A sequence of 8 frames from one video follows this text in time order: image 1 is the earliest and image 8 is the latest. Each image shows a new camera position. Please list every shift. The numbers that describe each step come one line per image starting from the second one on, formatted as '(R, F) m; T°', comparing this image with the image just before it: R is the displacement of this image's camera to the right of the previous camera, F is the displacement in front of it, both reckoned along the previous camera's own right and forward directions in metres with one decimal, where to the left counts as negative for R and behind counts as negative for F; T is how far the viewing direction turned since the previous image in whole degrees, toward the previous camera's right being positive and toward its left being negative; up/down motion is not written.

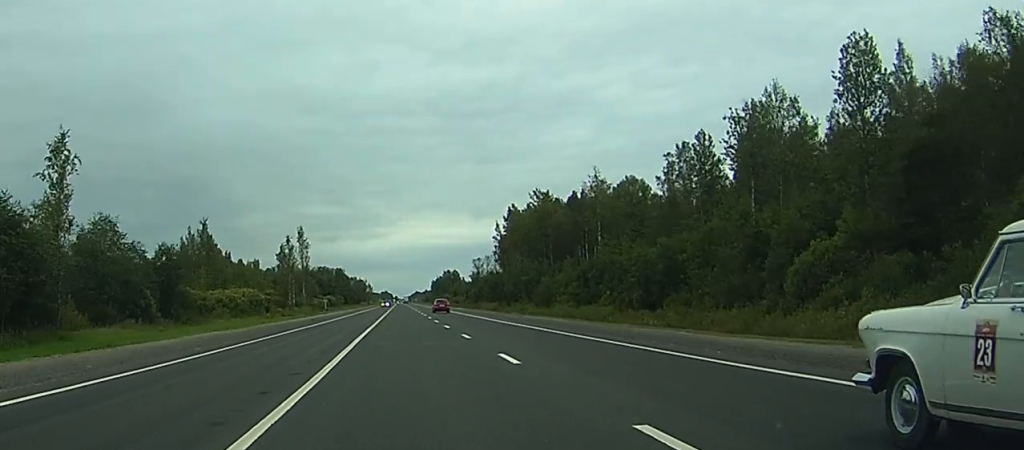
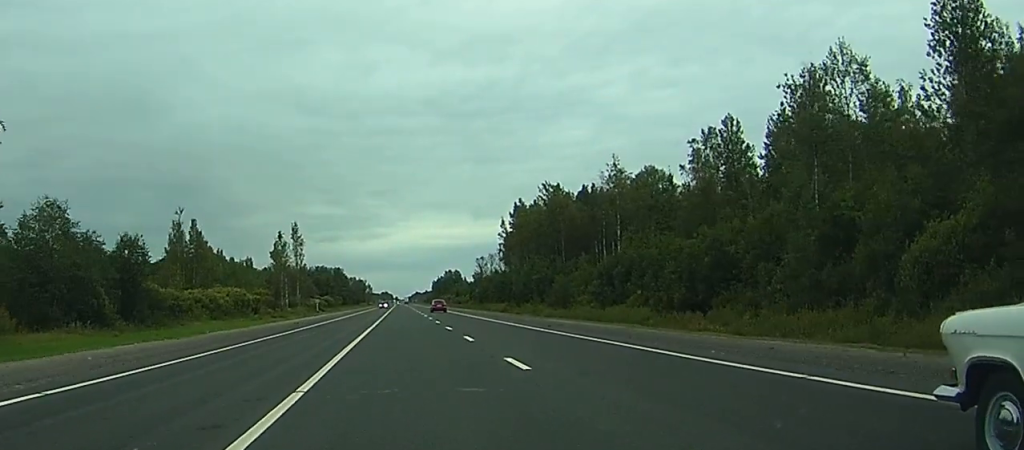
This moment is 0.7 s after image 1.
(0.0, +13.4) m; 0°
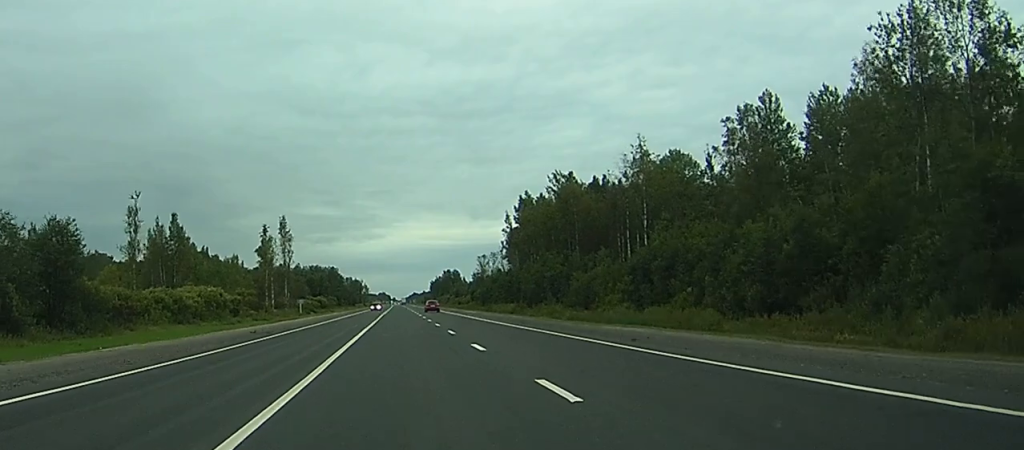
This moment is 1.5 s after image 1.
(+0.1, +16.9) m; 0°
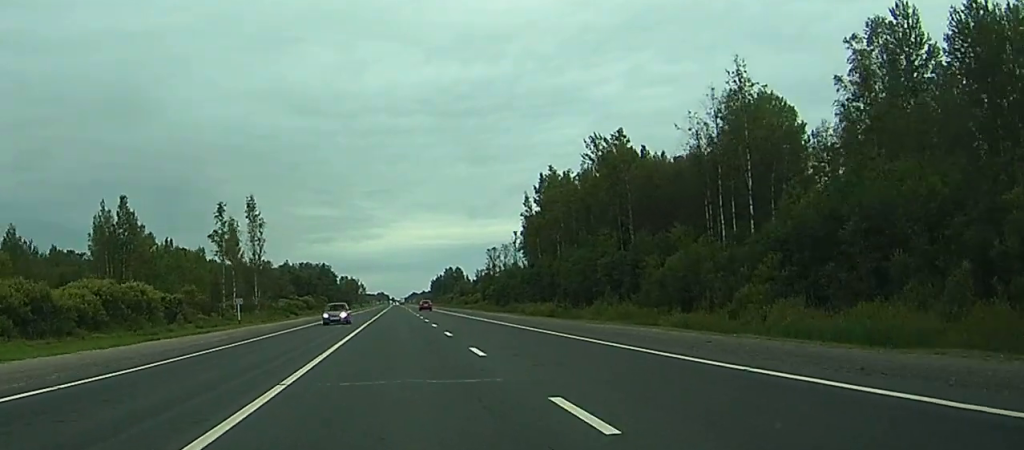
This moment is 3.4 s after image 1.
(+0.2, +38.8) m; +1°
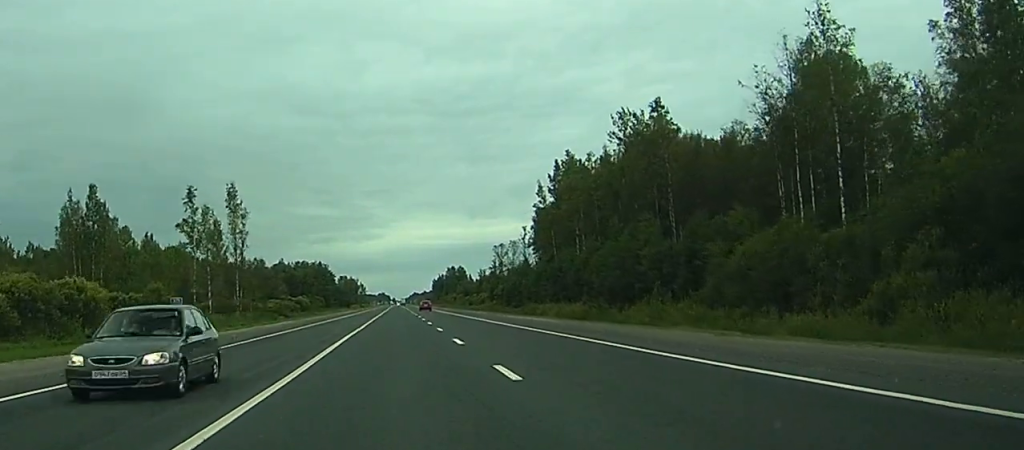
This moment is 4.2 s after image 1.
(0.0, +18.4) m; 0°
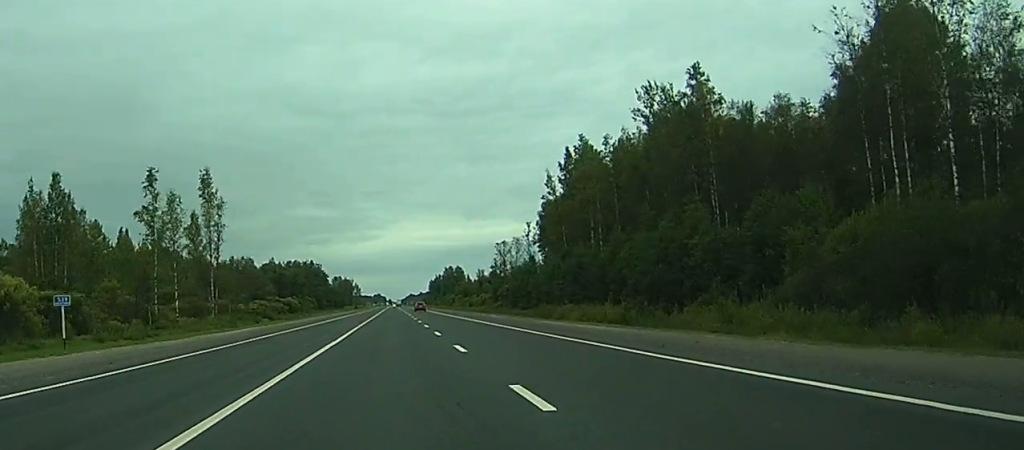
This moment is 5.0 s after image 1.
(0.0, +15.8) m; 0°
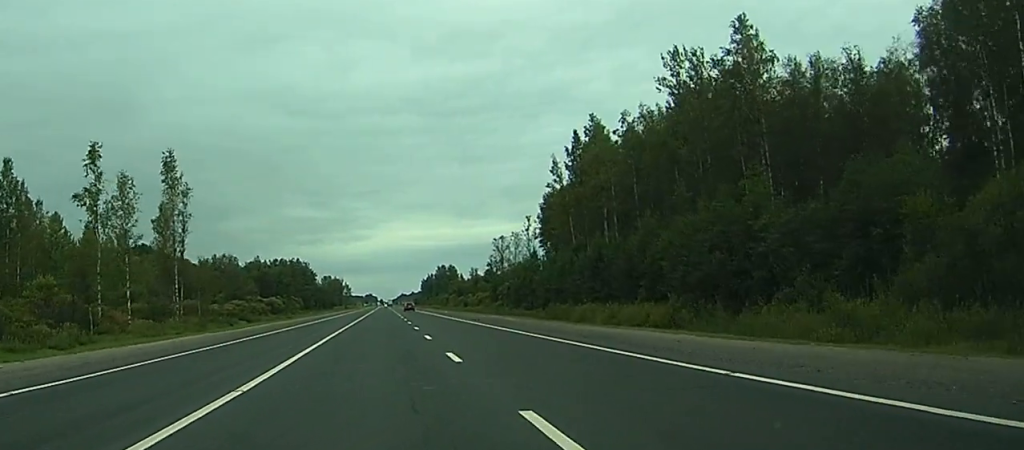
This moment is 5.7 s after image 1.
(0.0, +15.2) m; 0°
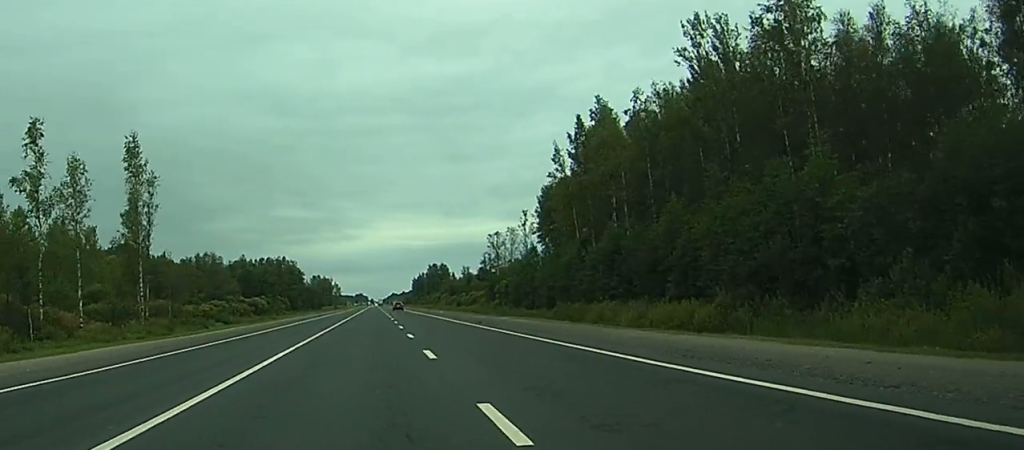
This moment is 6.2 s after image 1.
(0.0, +11.0) m; 0°
